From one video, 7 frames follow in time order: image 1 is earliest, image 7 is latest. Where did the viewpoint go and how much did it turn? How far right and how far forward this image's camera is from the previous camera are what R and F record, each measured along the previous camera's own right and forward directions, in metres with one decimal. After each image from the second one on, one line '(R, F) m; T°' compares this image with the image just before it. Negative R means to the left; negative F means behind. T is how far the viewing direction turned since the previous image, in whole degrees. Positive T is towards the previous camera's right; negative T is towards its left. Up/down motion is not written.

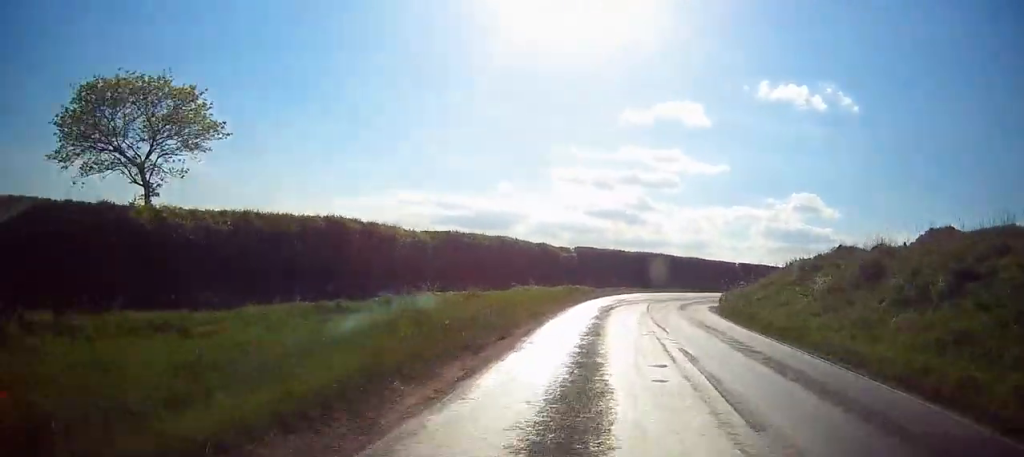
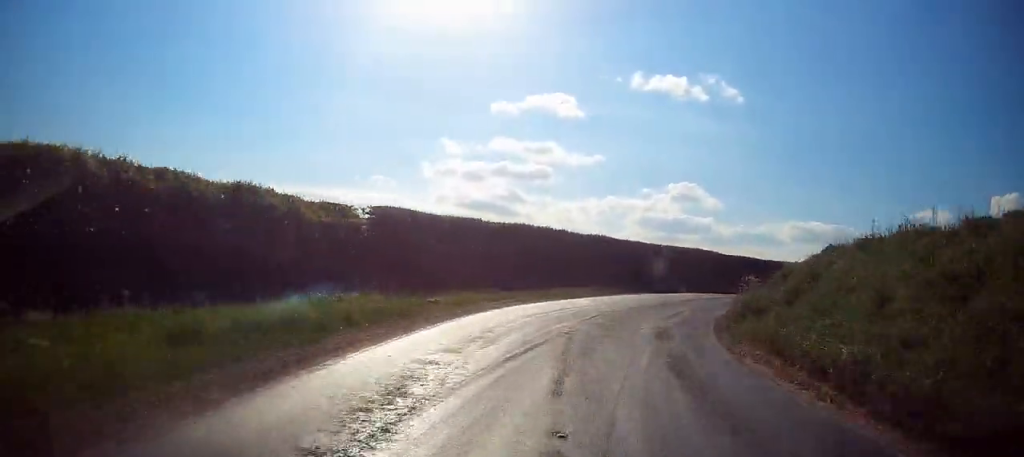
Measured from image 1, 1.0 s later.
(-0.2, +24.3) m; +6°
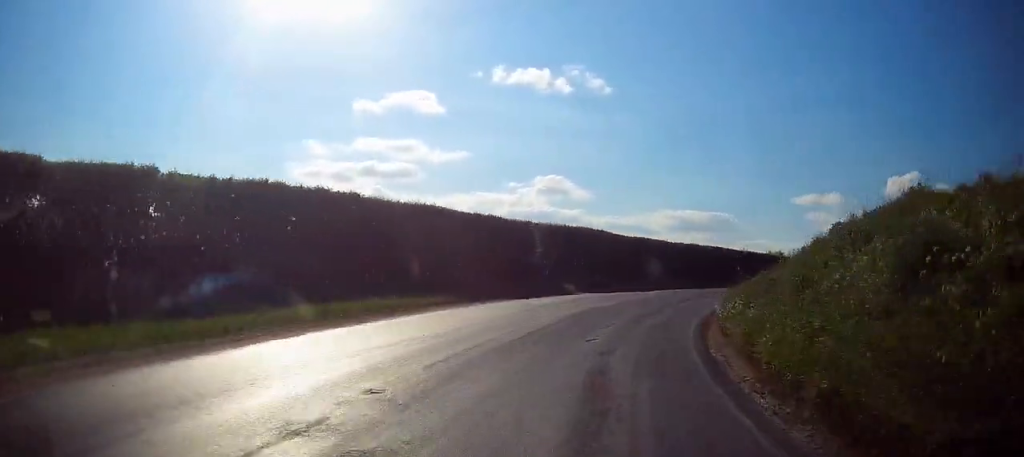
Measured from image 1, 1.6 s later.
(-0.2, +15.4) m; +9°
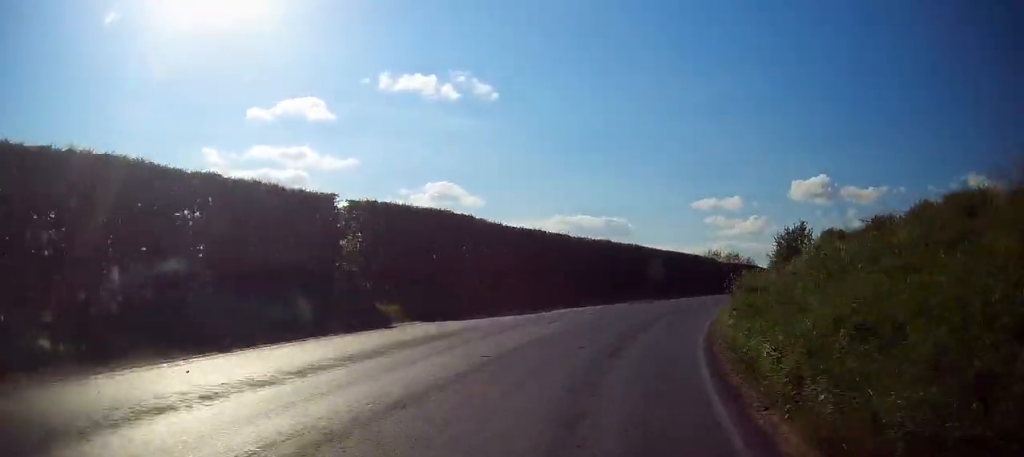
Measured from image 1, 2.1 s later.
(+2.1, +13.0) m; +8°
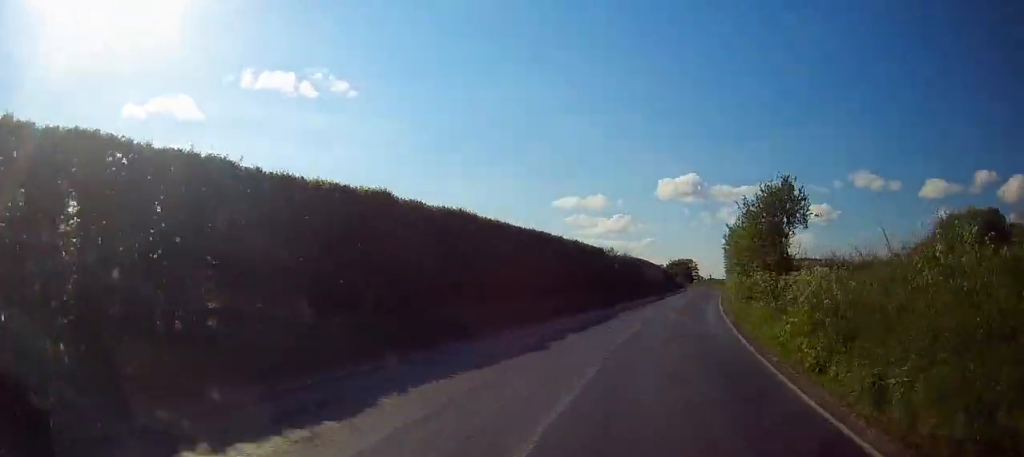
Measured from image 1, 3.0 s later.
(+2.7, +22.1) m; +11°
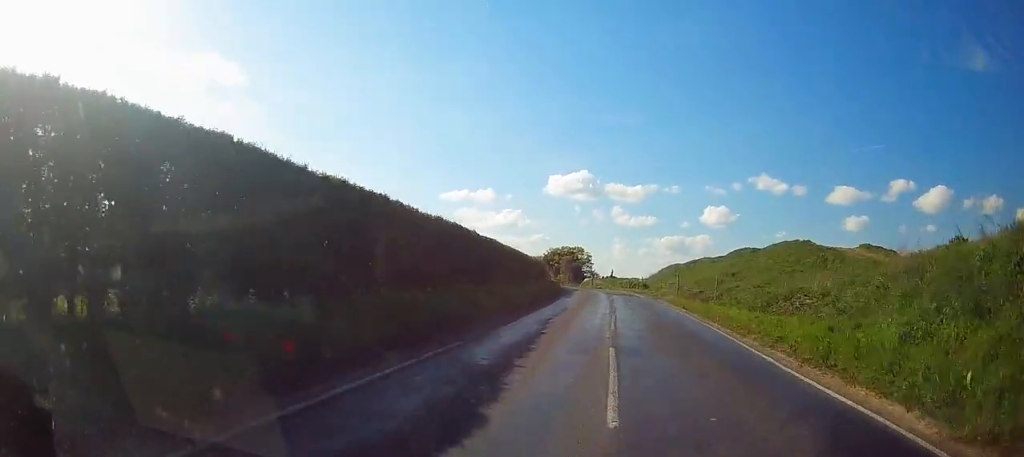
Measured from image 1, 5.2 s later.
(+8.6, +62.7) m; +10°
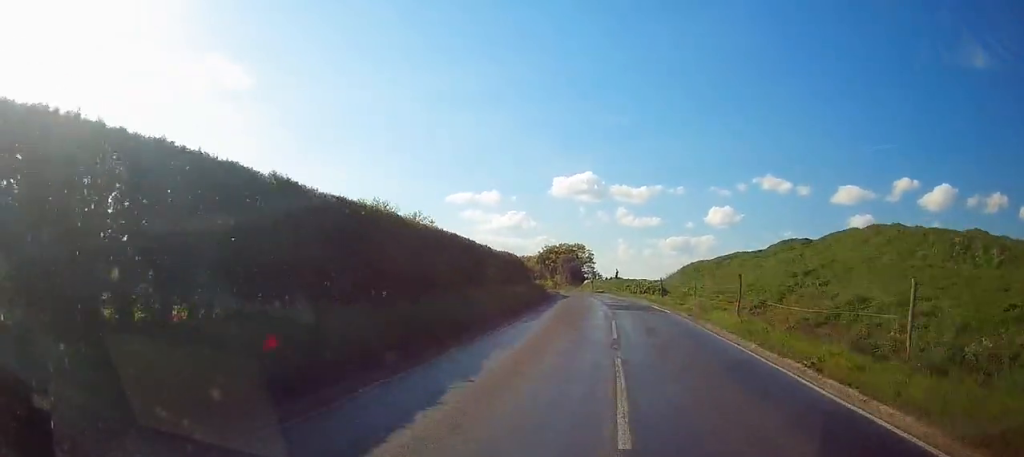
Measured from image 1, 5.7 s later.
(+0.2, +17.3) m; -1°
